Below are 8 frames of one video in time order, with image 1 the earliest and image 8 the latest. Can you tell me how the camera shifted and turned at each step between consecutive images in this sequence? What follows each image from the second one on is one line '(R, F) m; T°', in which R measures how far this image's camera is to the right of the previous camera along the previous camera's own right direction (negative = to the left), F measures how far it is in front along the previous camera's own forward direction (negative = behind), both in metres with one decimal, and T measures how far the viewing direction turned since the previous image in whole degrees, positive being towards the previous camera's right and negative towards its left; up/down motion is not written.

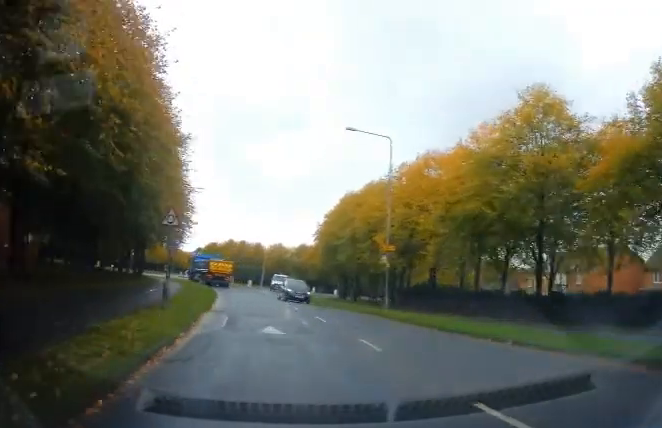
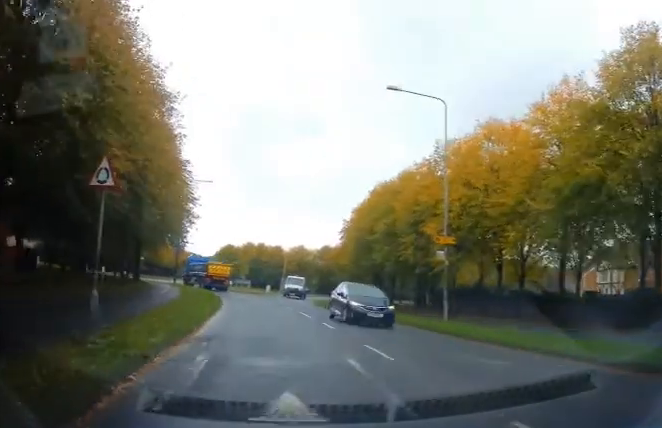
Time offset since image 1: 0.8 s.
(+0.2, +6.5) m; 0°
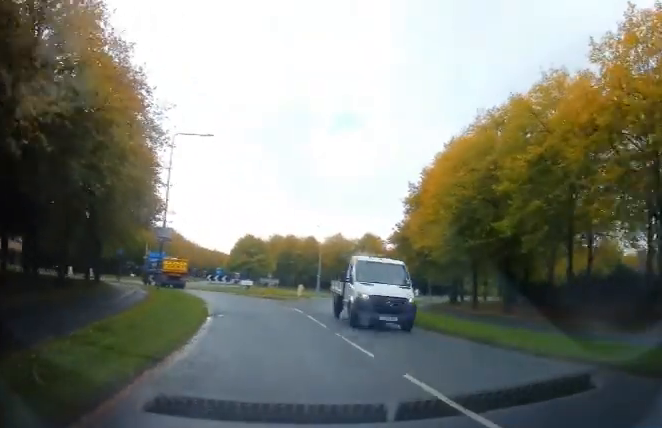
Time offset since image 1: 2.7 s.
(-0.8, +15.0) m; -8°
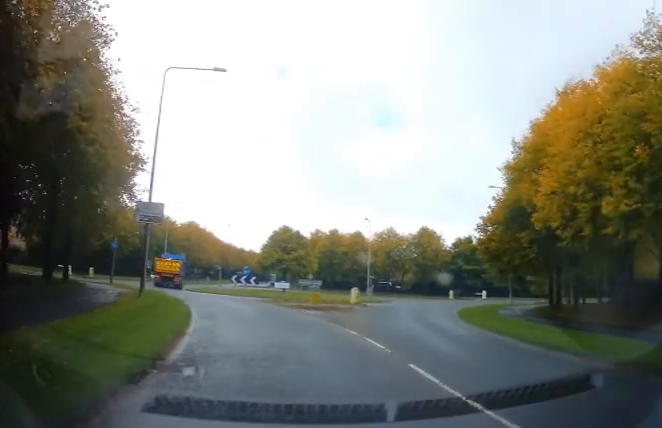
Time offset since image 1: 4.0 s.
(-0.5, +10.2) m; -6°
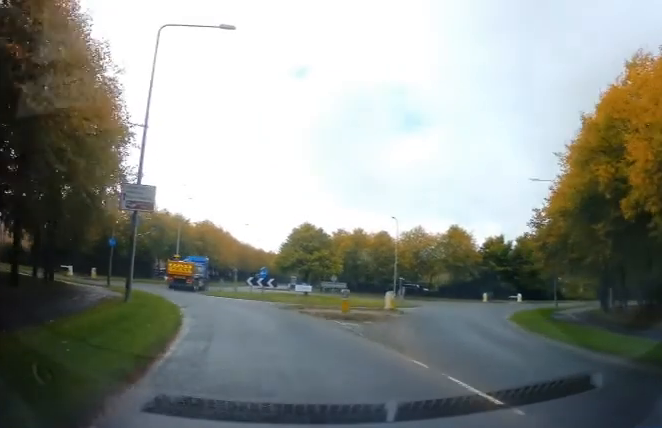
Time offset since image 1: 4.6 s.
(-0.1, +4.0) m; -2°
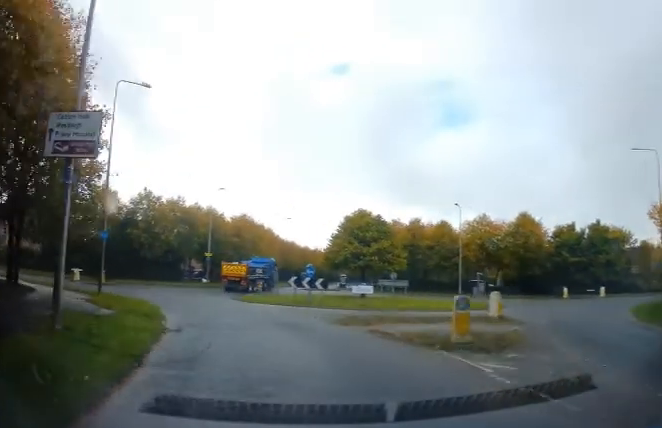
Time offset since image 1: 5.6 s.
(-0.2, +7.4) m; -4°
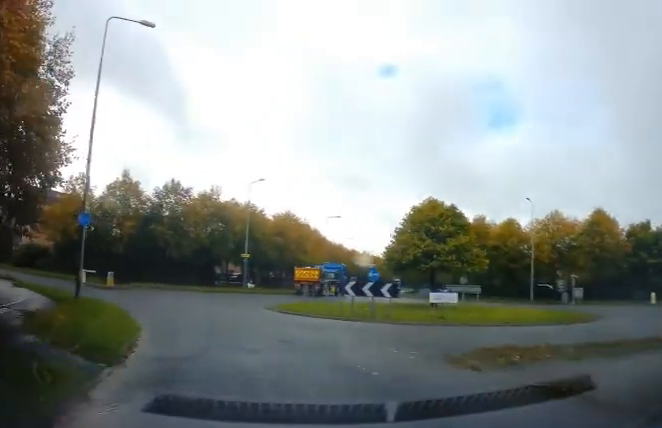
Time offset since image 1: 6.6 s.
(-0.3, +6.5) m; -7°
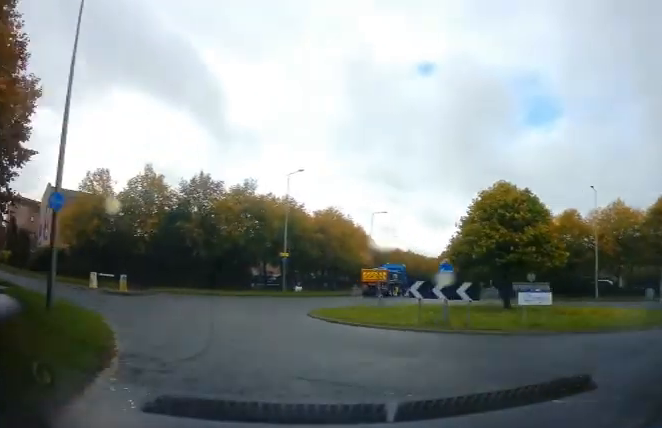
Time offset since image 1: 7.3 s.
(-0.2, +4.4) m; -5°
